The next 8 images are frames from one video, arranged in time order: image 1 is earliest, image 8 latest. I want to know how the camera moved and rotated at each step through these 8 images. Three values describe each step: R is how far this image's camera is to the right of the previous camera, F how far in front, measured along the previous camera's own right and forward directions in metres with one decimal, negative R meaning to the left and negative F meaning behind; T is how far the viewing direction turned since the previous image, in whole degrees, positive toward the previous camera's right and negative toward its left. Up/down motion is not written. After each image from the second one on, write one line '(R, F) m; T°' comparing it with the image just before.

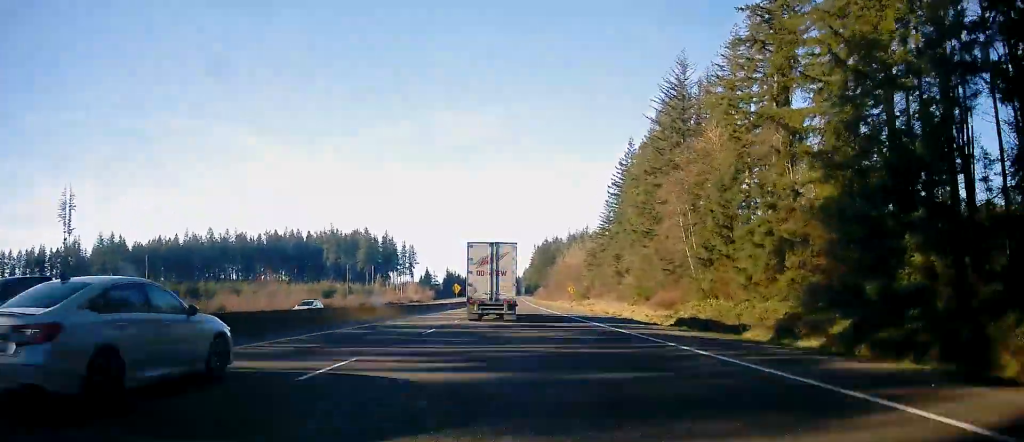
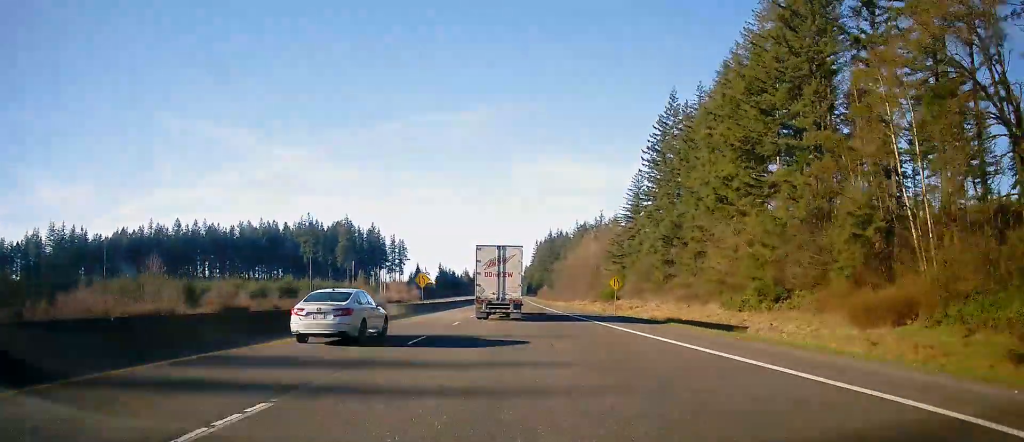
(0.0, +42.0) m; 0°
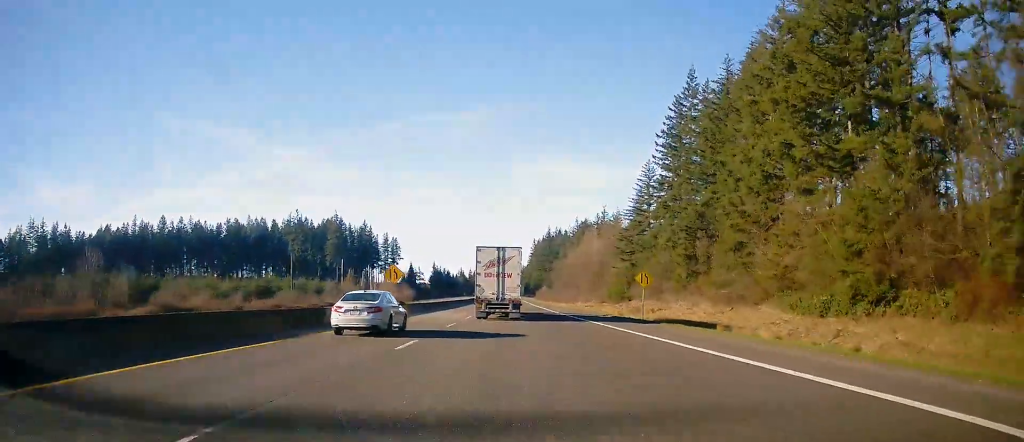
(-0.1, +14.0) m; 0°
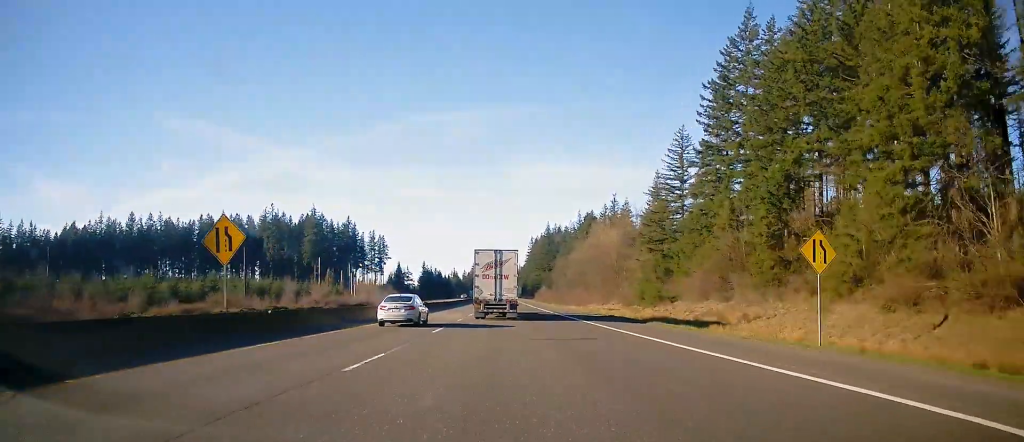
(+0.1, +28.9) m; +1°
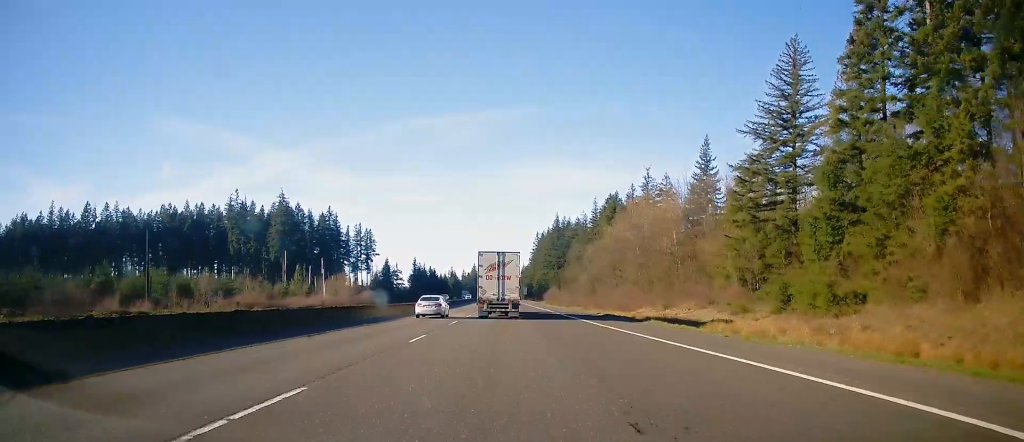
(-0.2, +42.6) m; -1°
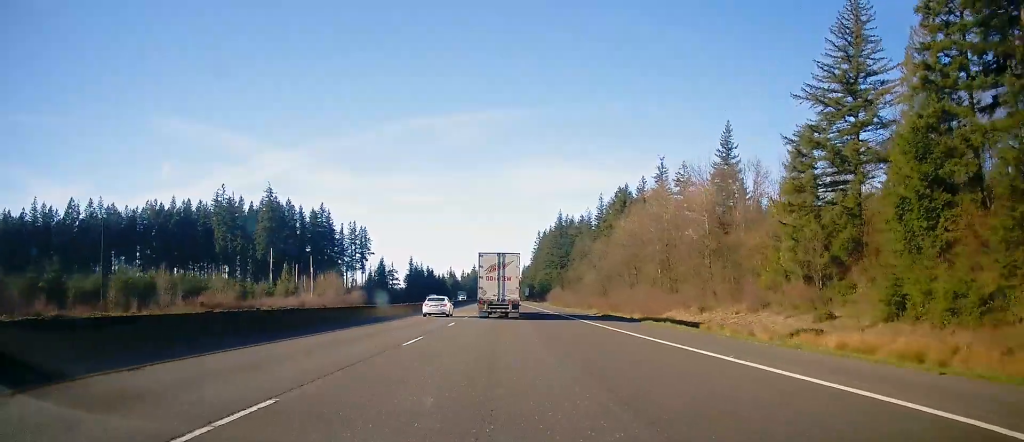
(+0.1, +13.5) m; 0°
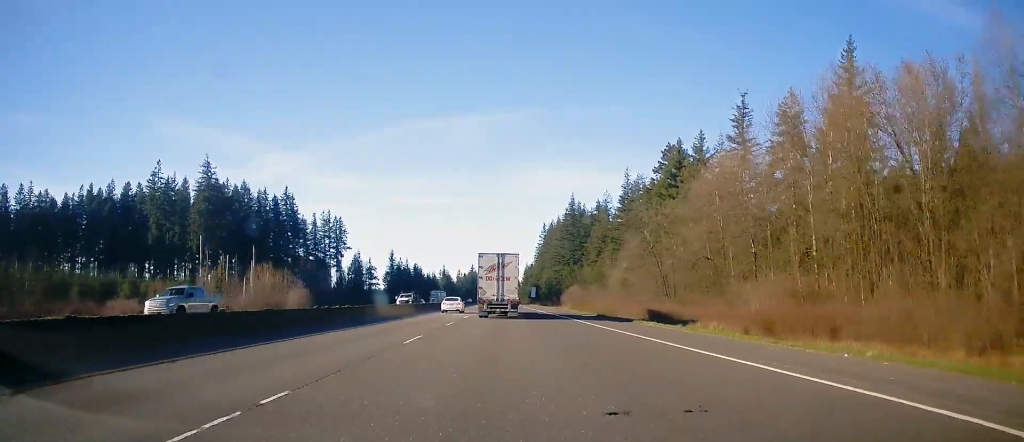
(+0.2, +49.3) m; 0°
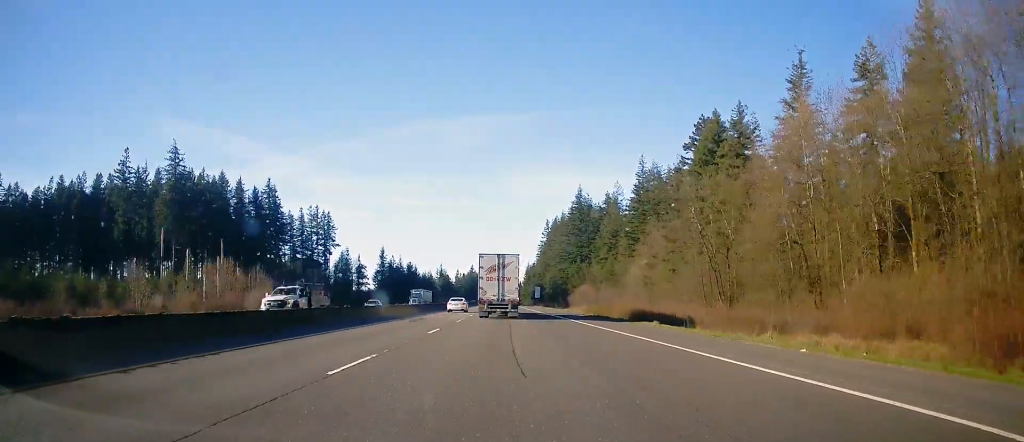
(0.0, +19.1) m; 0°
